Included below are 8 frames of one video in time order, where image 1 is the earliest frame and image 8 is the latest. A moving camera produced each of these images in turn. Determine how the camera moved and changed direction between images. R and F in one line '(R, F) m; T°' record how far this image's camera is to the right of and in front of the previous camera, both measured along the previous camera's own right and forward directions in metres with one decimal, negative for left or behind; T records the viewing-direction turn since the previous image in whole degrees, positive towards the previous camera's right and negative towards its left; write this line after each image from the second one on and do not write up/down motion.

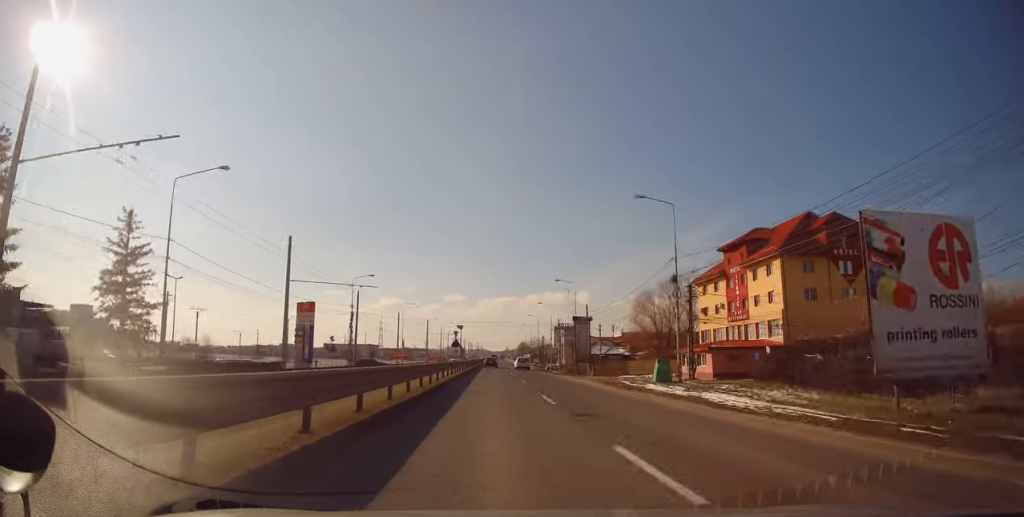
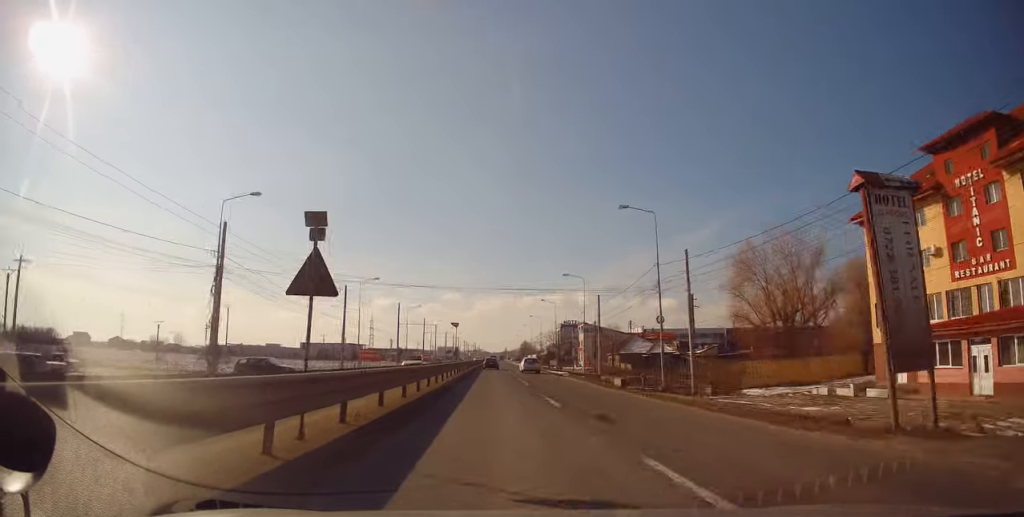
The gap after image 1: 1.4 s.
(-0.4, +35.4) m; -1°
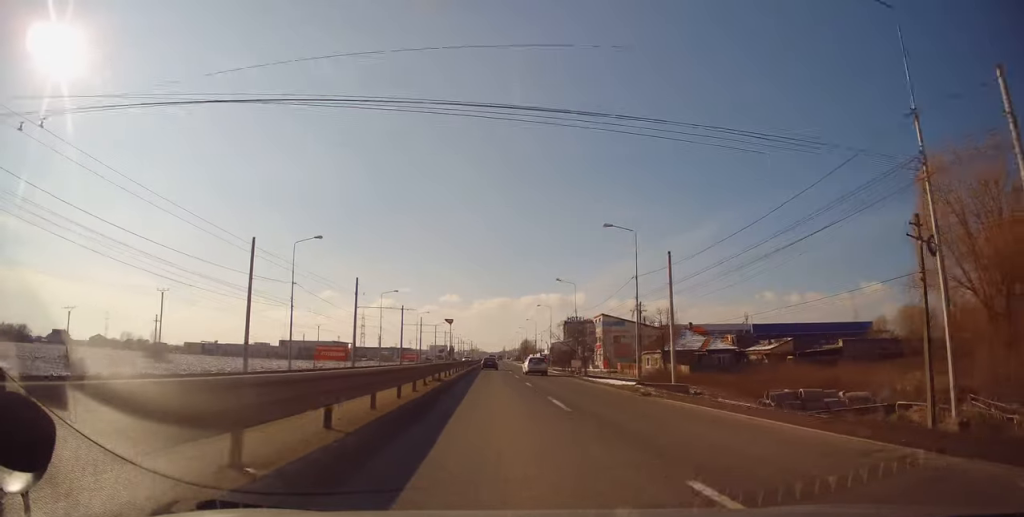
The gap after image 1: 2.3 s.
(+0.1, +24.5) m; +1°
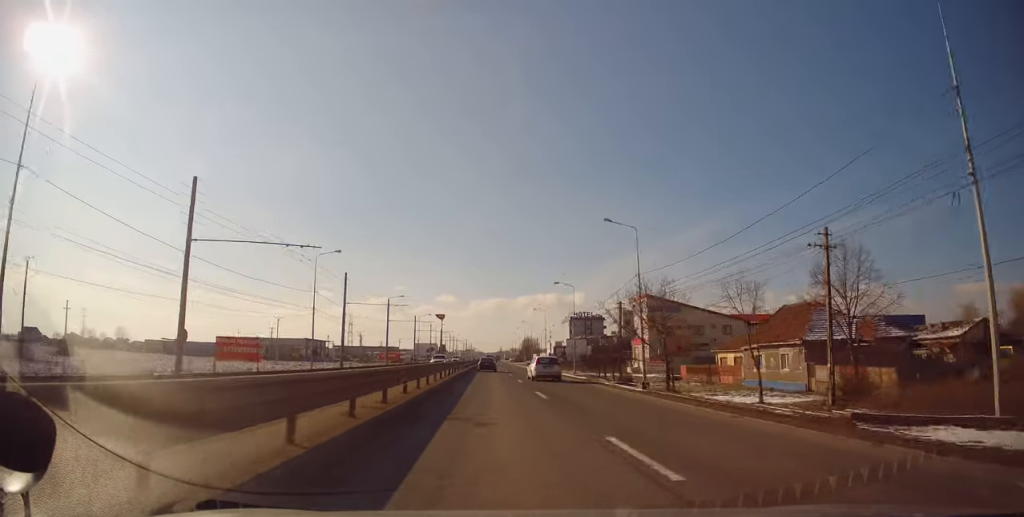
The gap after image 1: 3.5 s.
(+0.5, +31.8) m; 0°
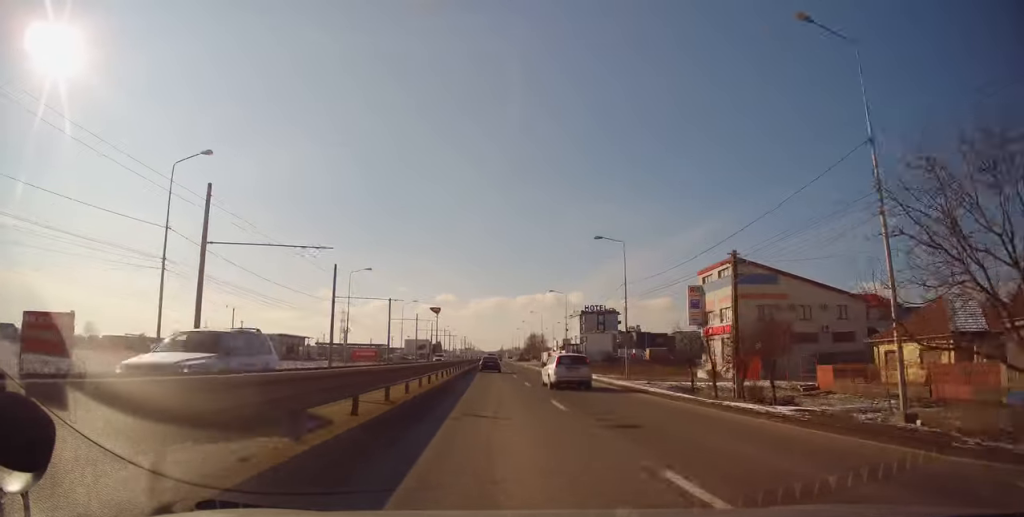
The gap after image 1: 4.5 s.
(-0.4, +26.7) m; -1°
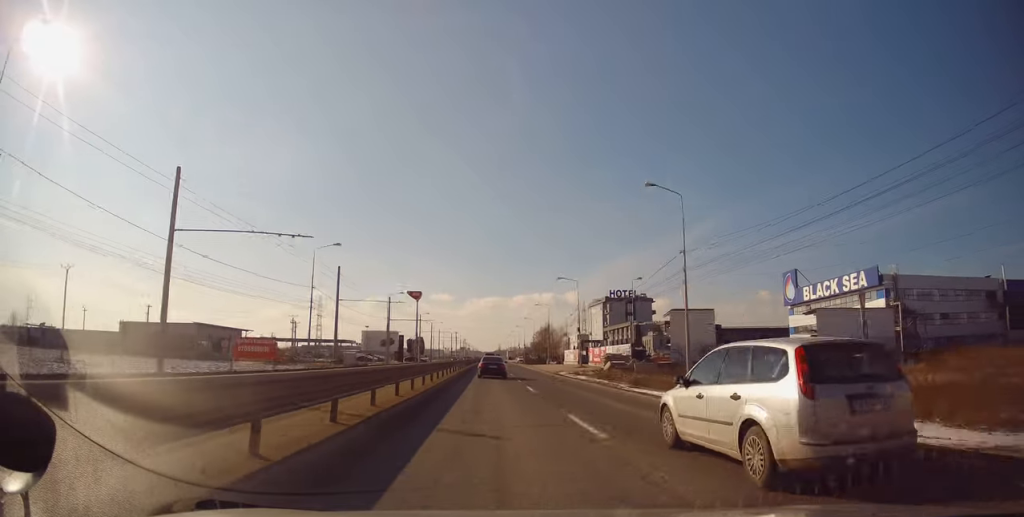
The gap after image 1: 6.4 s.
(+1.0, +51.7) m; +2°
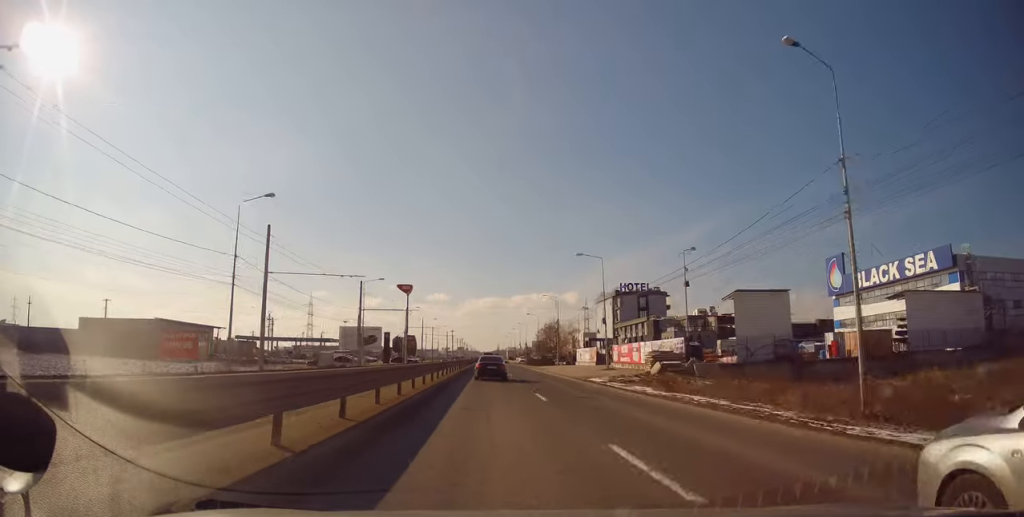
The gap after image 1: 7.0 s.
(0.0, +16.1) m; 0°
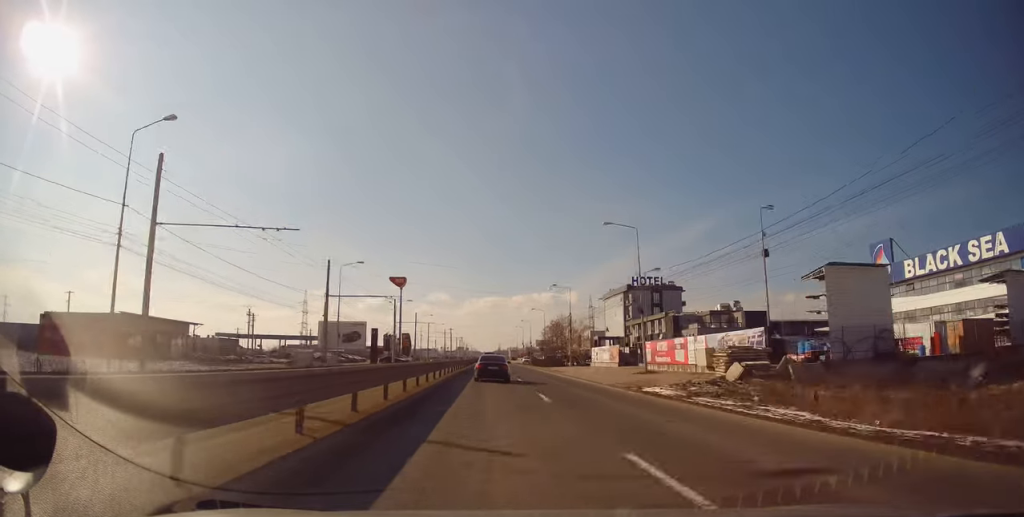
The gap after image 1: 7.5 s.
(0.0, +12.5) m; 0°
